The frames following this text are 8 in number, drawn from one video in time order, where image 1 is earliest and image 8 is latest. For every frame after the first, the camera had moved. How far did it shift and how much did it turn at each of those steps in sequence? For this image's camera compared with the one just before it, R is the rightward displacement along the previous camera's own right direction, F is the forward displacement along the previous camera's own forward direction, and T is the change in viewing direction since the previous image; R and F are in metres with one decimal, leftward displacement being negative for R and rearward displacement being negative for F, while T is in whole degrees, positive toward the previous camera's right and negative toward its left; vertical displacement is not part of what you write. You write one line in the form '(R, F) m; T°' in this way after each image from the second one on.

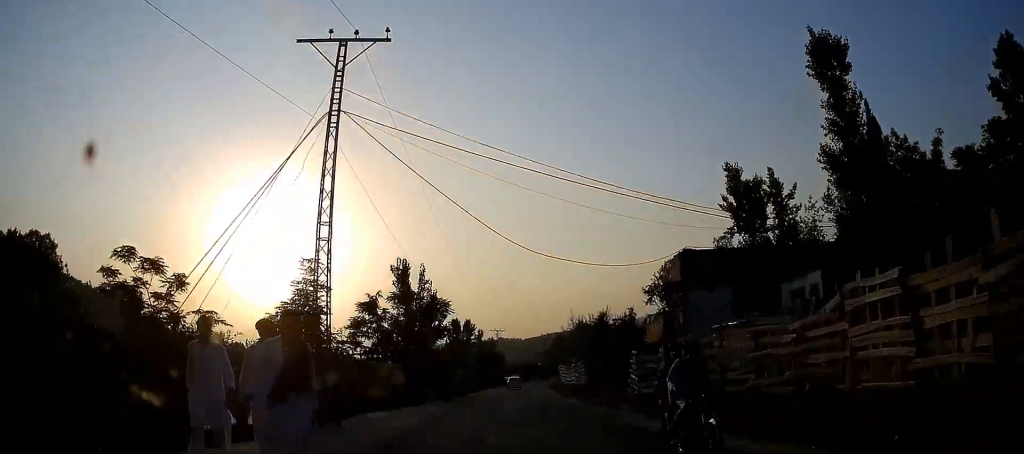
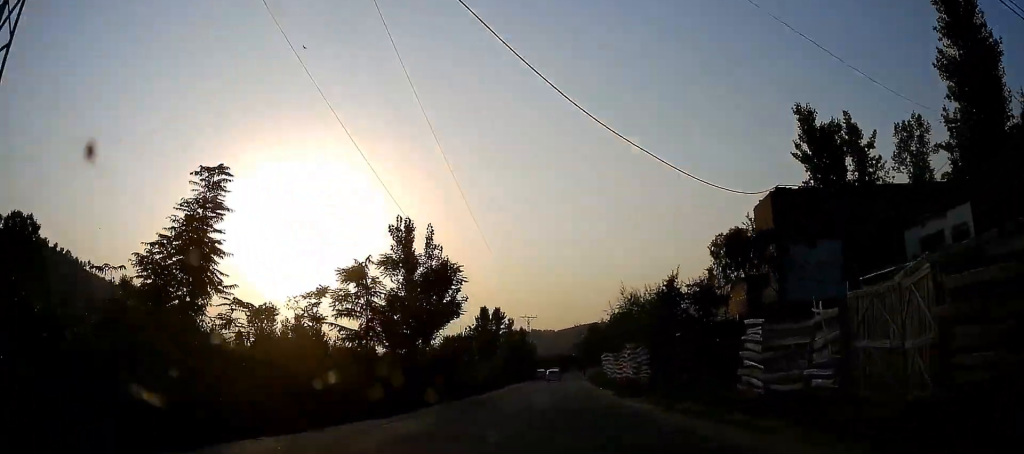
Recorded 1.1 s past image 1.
(-0.4, +10.9) m; -1°
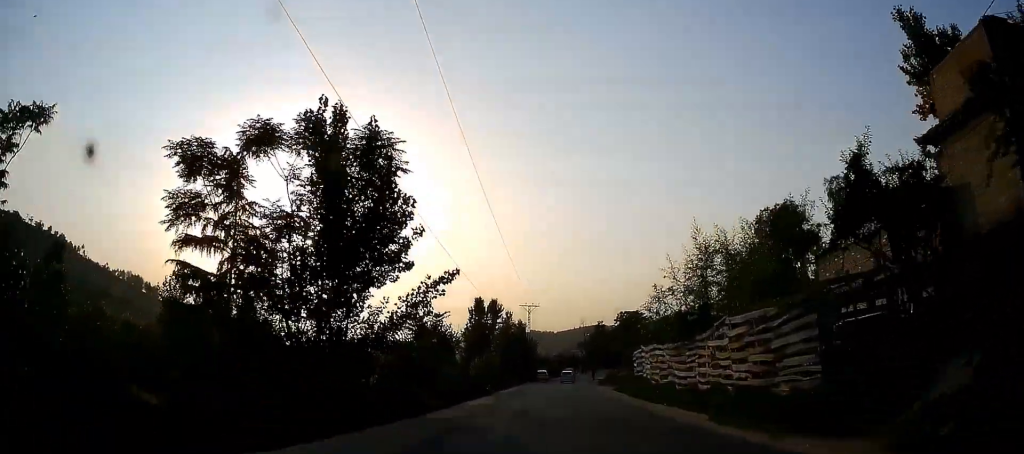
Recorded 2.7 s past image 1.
(+0.1, +15.9) m; +1°
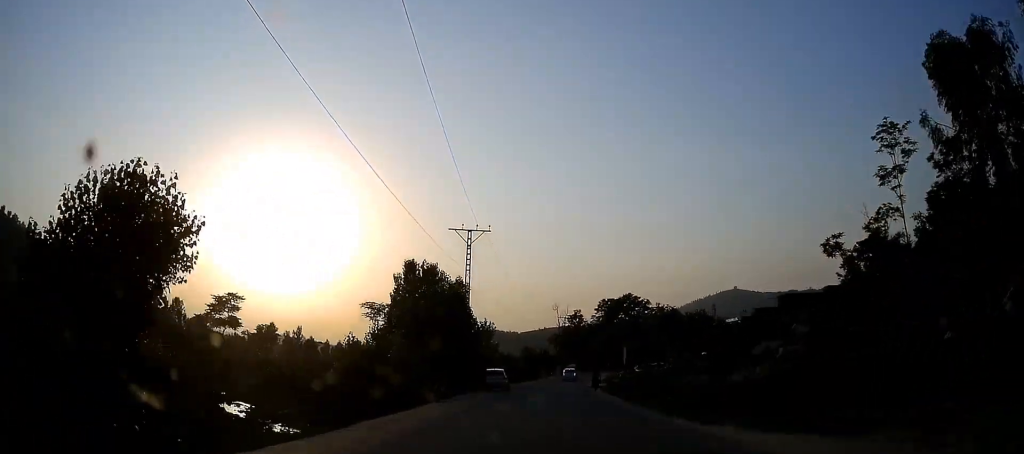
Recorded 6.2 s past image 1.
(+0.7, +36.0) m; +2°
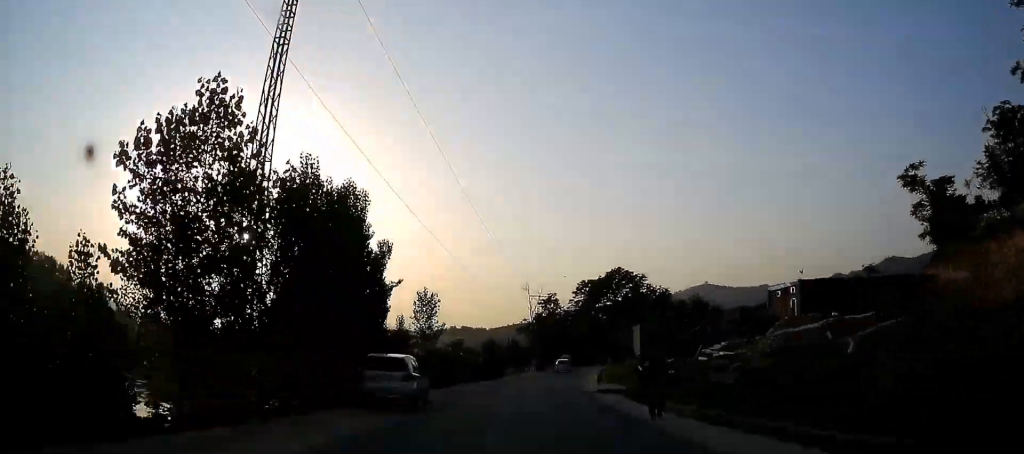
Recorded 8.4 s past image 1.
(+0.1, +23.4) m; +1°
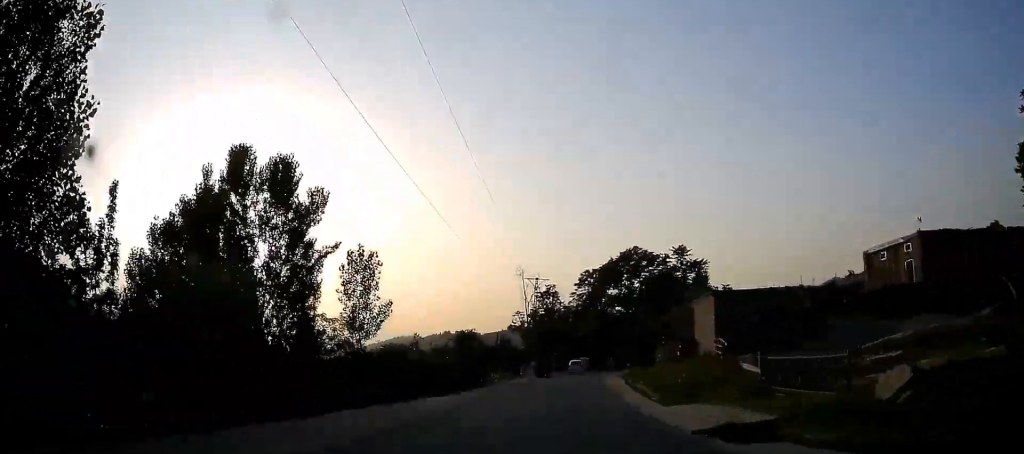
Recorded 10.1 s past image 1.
(+0.2, +18.1) m; +1°
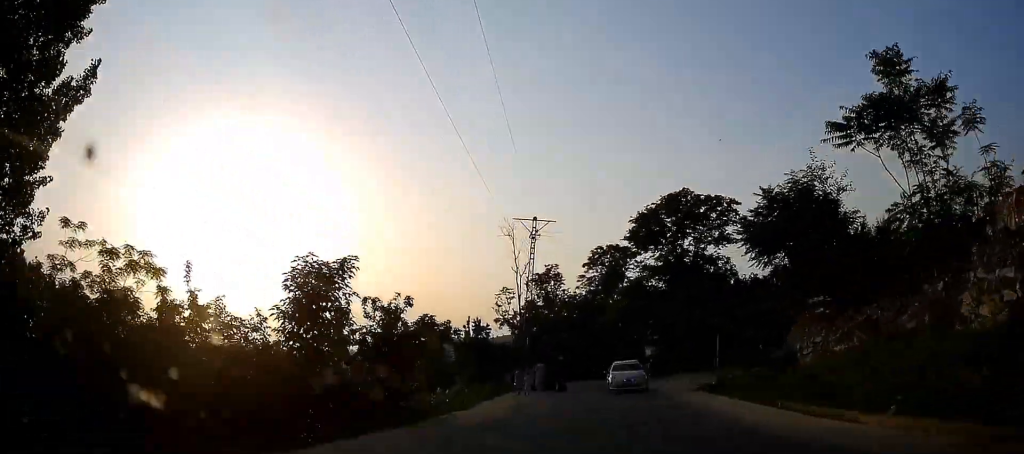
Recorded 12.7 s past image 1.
(+0.4, +25.1) m; +4°
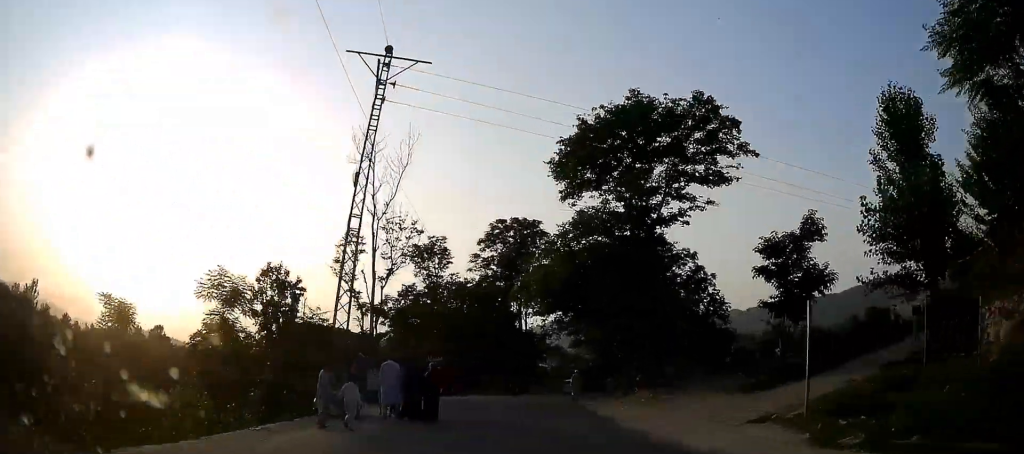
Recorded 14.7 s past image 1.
(+0.9, +19.3) m; +5°
